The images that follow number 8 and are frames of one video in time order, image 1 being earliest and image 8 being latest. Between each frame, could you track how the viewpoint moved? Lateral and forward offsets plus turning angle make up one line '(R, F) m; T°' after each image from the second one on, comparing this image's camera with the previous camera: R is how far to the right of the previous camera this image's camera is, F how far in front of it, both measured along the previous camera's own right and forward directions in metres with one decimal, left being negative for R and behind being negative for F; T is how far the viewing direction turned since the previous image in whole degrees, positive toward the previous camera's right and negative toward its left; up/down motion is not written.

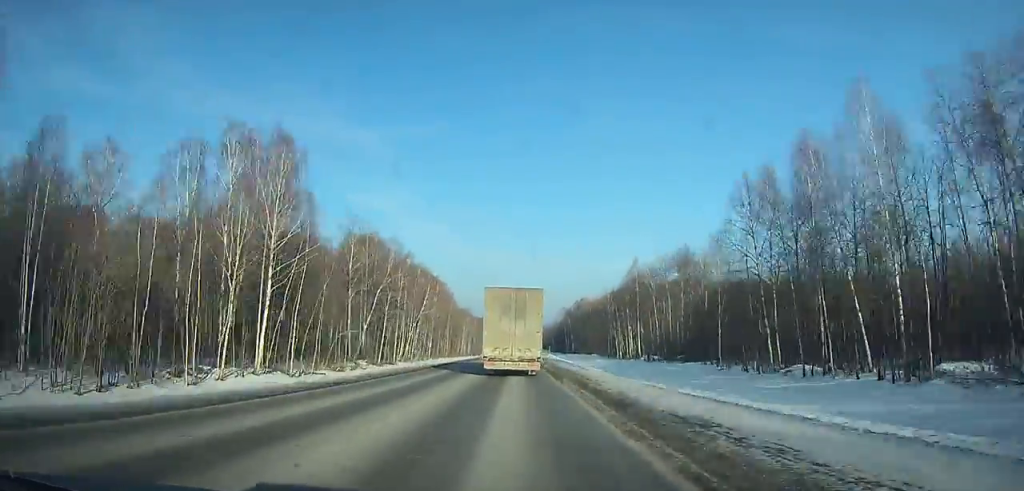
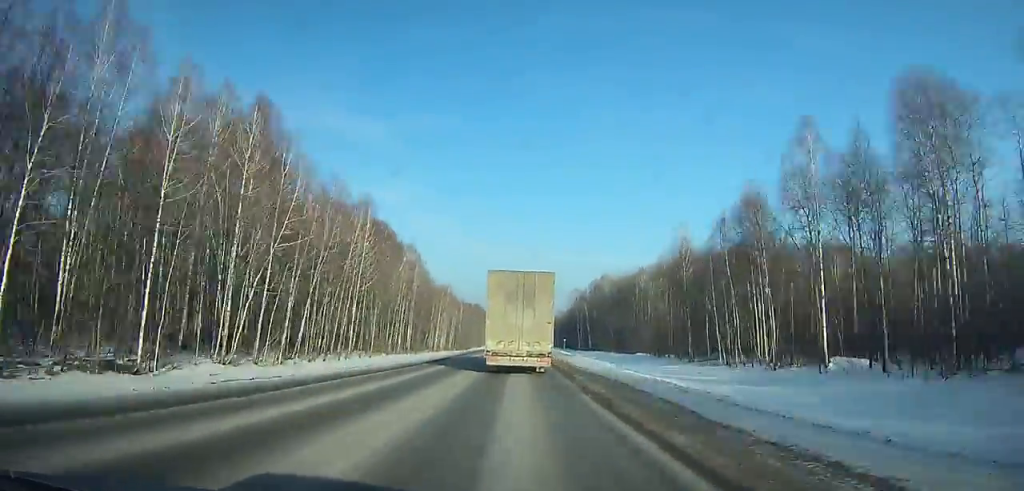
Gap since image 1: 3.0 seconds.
(0.0, +69.1) m; 0°
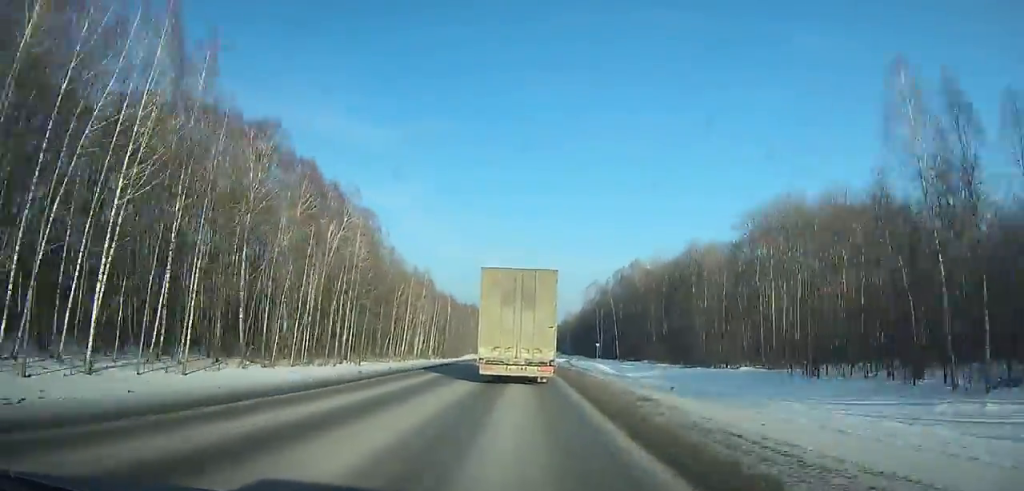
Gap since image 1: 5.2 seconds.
(+0.1, +50.2) m; 0°
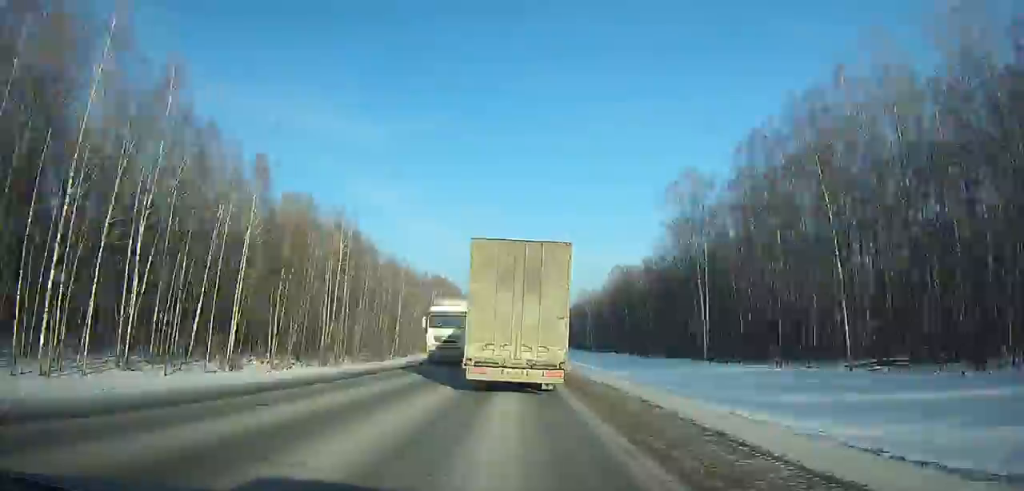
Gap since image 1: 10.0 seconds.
(+0.4, +107.3) m; 0°
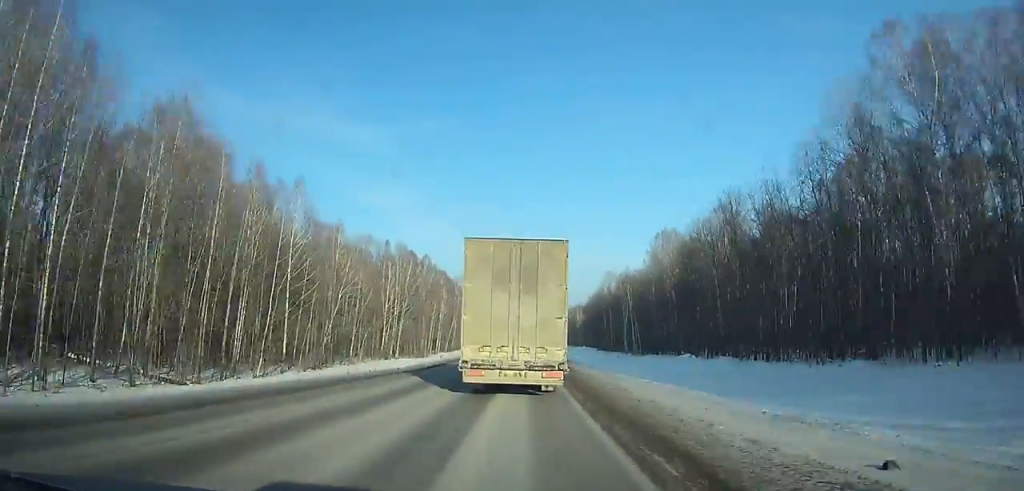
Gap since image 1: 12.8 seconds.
(-0.5, +61.1) m; 0°
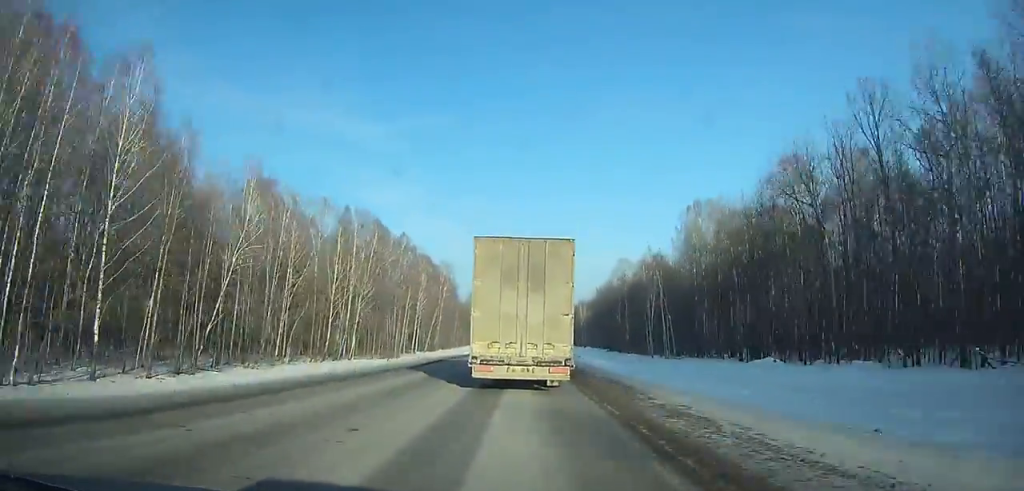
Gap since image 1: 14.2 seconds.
(+0.1, +30.3) m; 0°
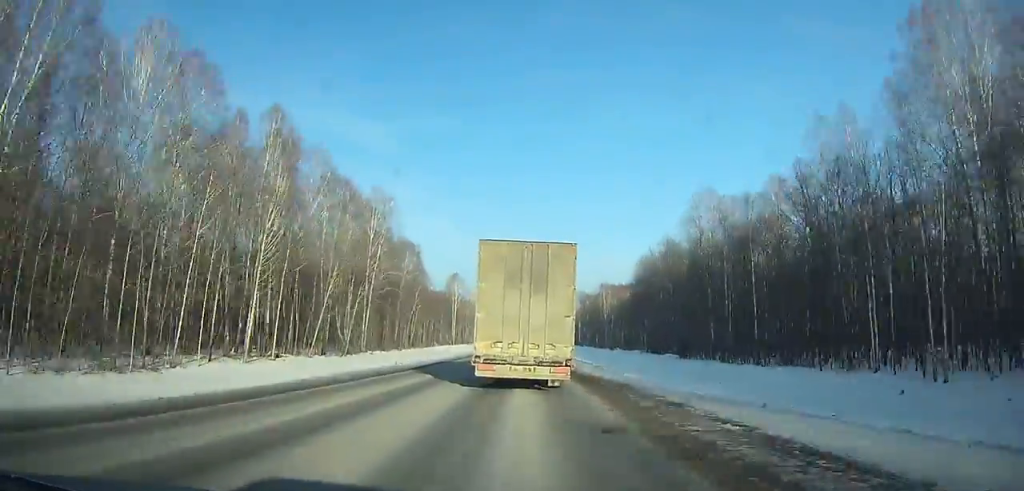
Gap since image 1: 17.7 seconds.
(+0.3, +75.9) m; 0°
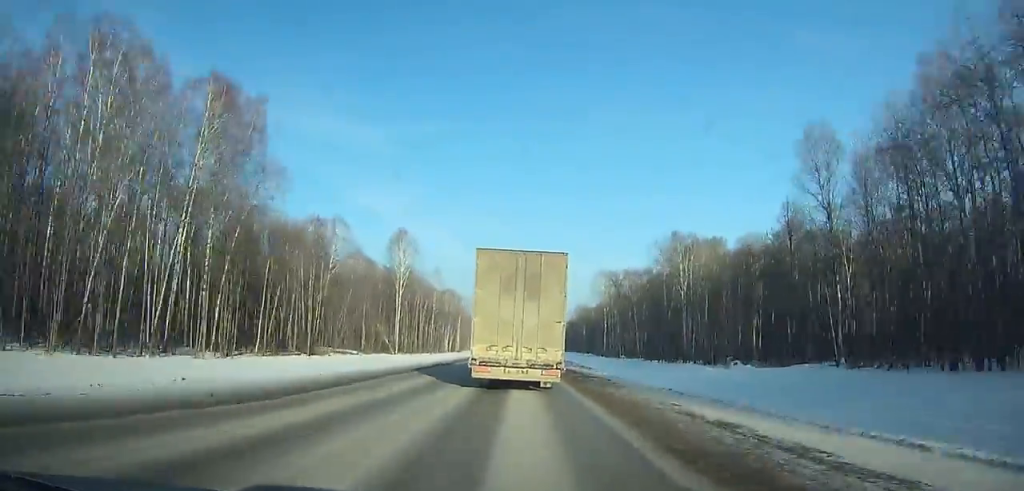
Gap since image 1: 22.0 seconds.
(0.0, +93.6) m; 0°
